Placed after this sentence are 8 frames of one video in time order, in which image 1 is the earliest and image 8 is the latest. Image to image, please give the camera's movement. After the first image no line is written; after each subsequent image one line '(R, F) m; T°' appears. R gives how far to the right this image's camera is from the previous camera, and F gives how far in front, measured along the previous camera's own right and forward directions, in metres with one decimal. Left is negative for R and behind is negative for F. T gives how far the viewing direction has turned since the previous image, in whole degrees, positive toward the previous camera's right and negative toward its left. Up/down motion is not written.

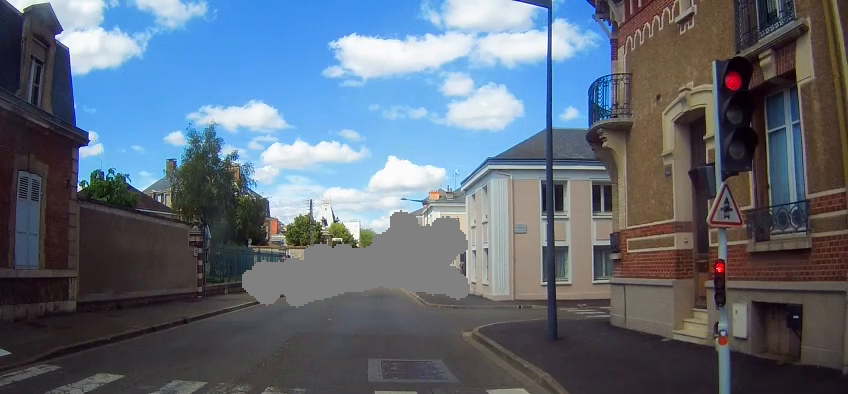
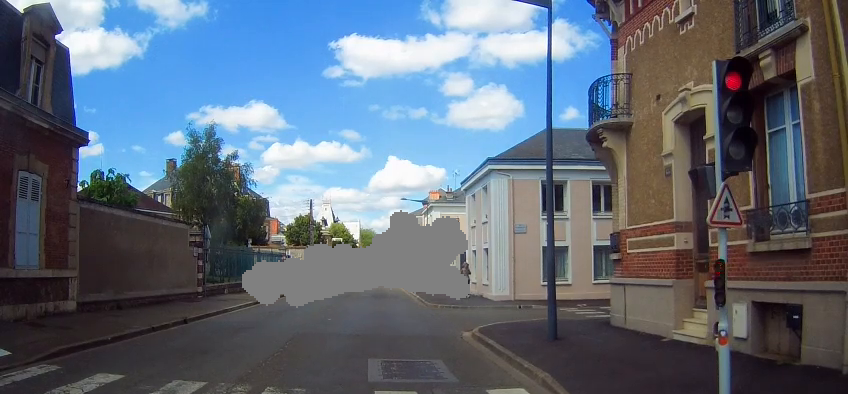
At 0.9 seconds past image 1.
(0.0, 0.0) m; 0°
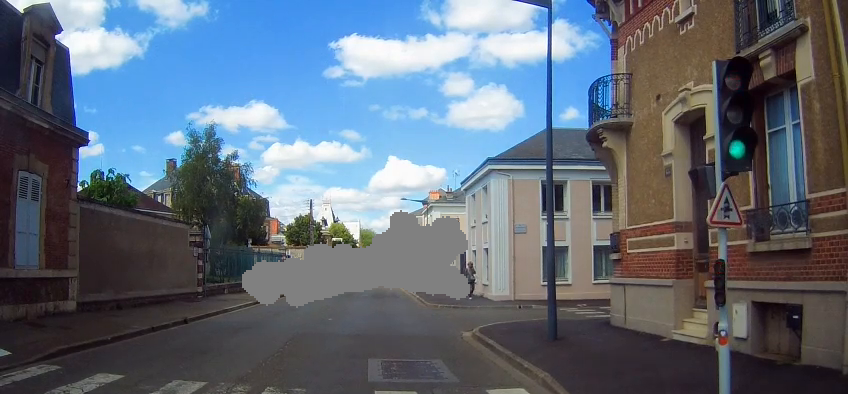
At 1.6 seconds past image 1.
(0.0, 0.0) m; 0°
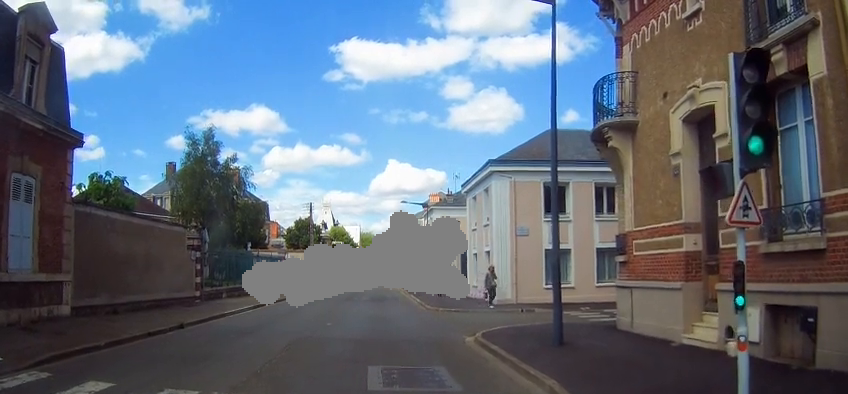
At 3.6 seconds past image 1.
(-0.1, +0.7) m; 0°
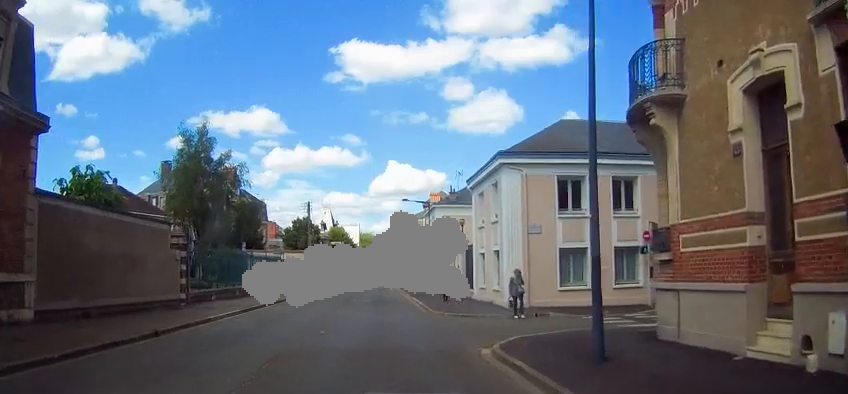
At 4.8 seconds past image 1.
(-0.1, +1.8) m; 0°
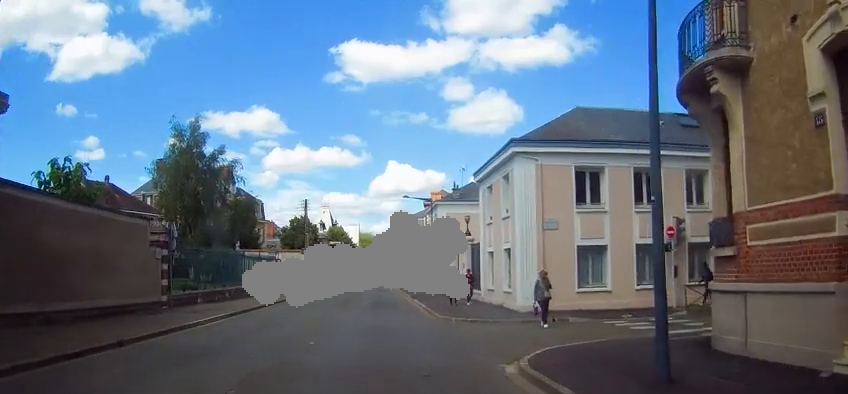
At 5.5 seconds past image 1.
(+0.1, +1.8) m; +2°
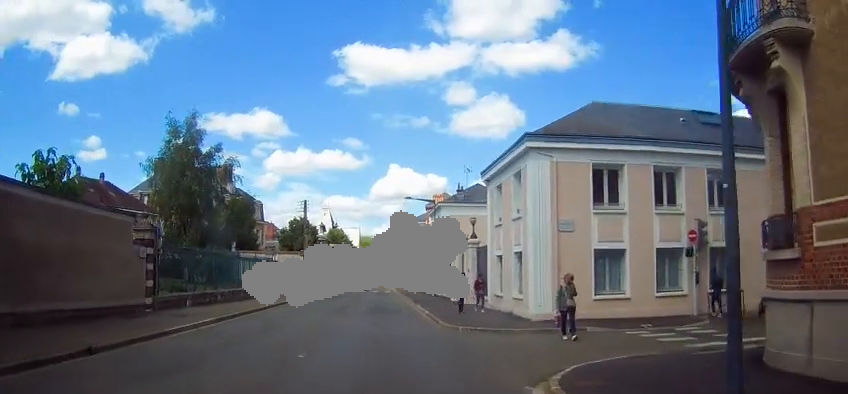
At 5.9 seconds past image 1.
(0.0, +1.6) m; -1°
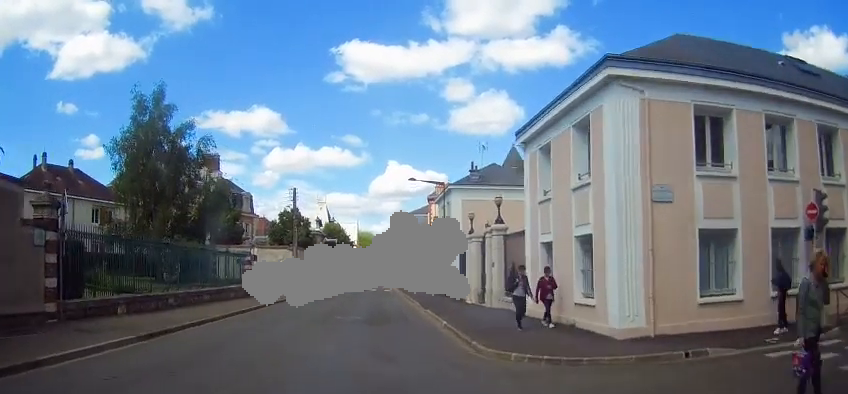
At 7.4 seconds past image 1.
(-0.2, +6.4) m; 0°
